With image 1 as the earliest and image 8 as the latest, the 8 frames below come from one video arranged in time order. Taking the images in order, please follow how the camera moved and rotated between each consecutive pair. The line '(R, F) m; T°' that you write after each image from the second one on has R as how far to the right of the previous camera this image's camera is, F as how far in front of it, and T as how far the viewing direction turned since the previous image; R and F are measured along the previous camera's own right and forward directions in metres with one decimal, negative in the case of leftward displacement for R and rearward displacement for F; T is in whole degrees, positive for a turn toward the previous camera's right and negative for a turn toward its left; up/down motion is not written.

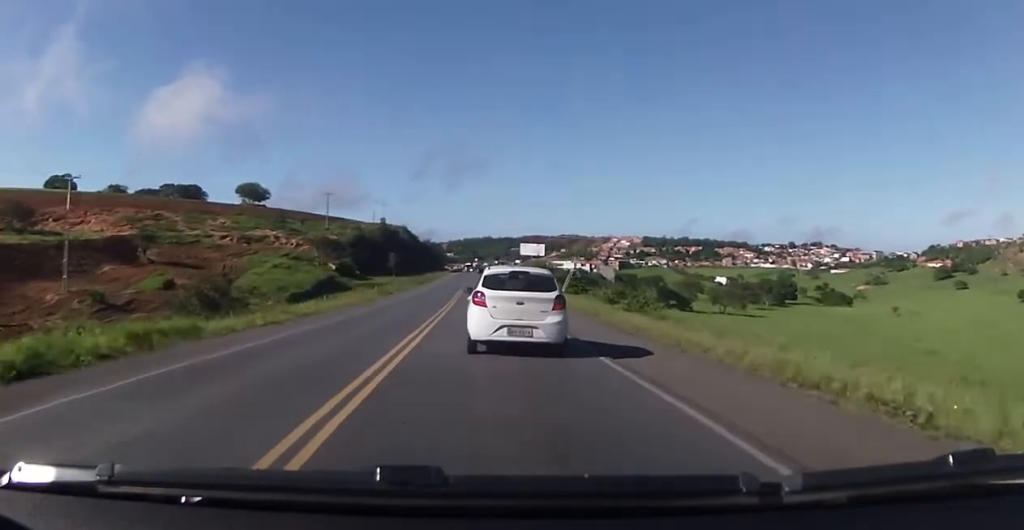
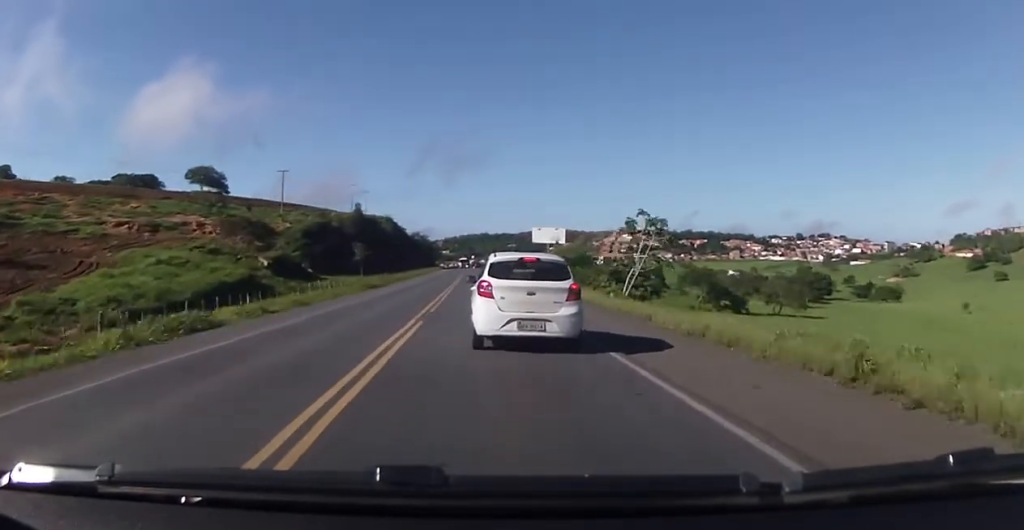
(-1.7, +37.5) m; -2°
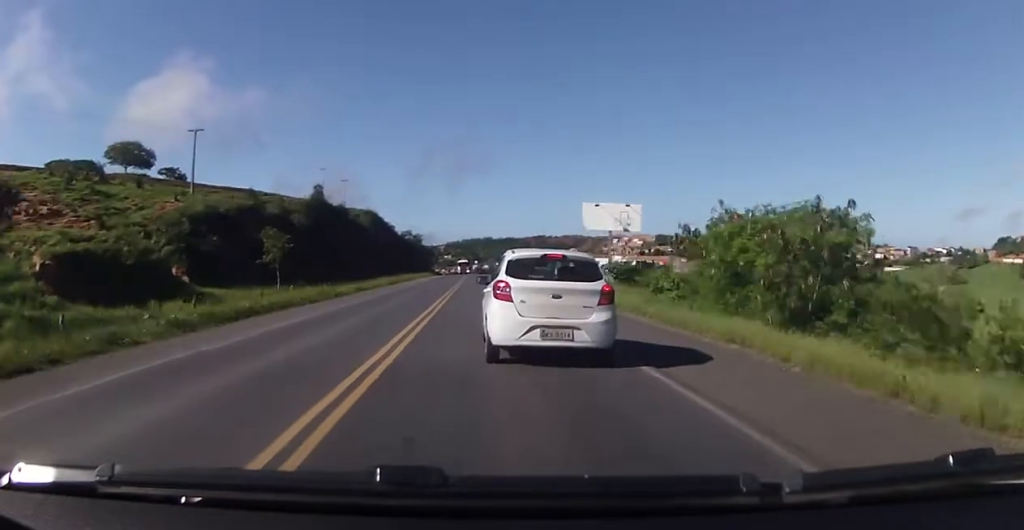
(-0.1, +47.2) m; +1°
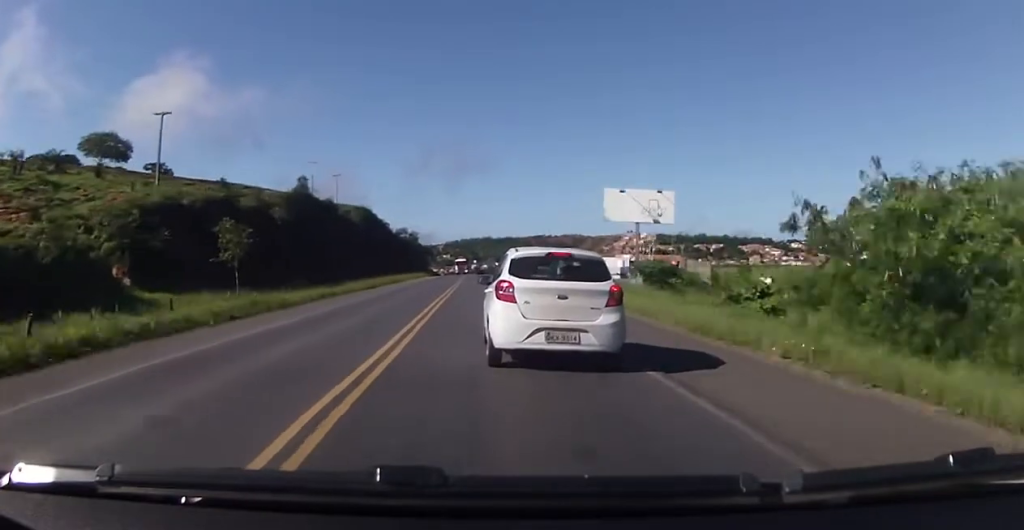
(+0.4, +10.9) m; 0°
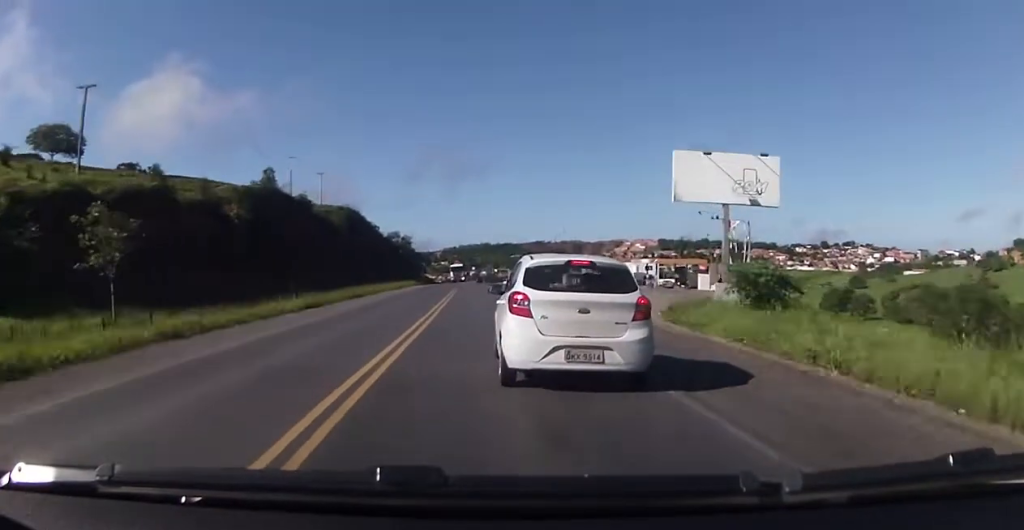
(0.0, +19.3) m; -1°
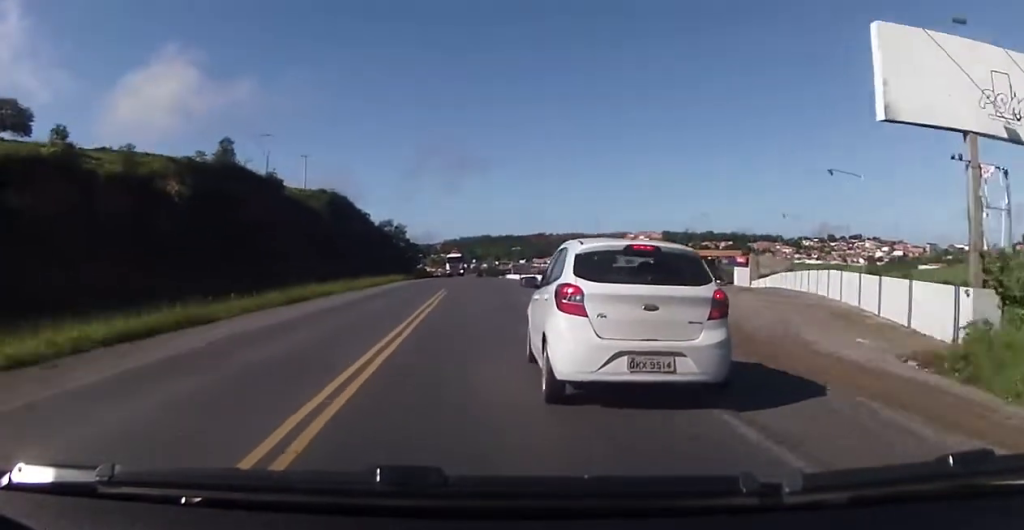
(-0.3, +18.9) m; -1°
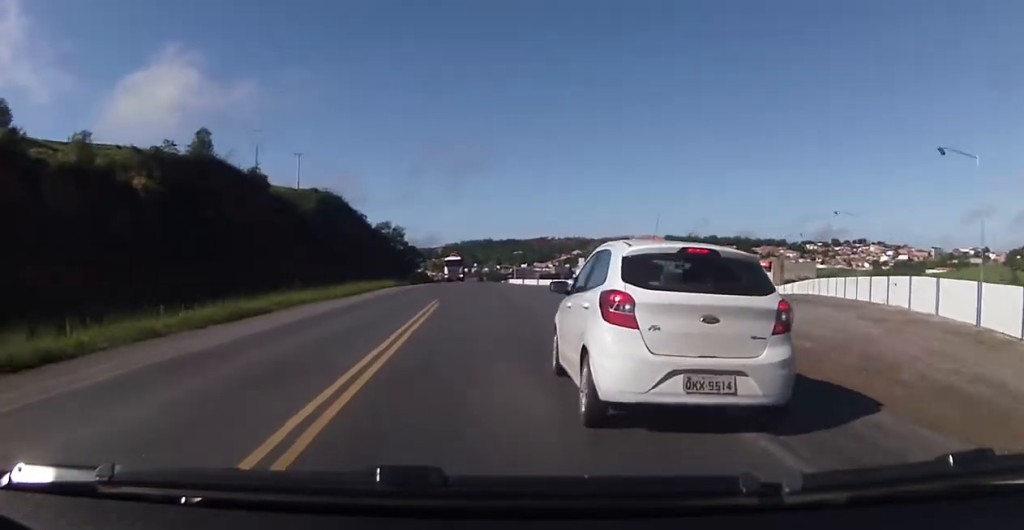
(-0.1, +8.5) m; 0°
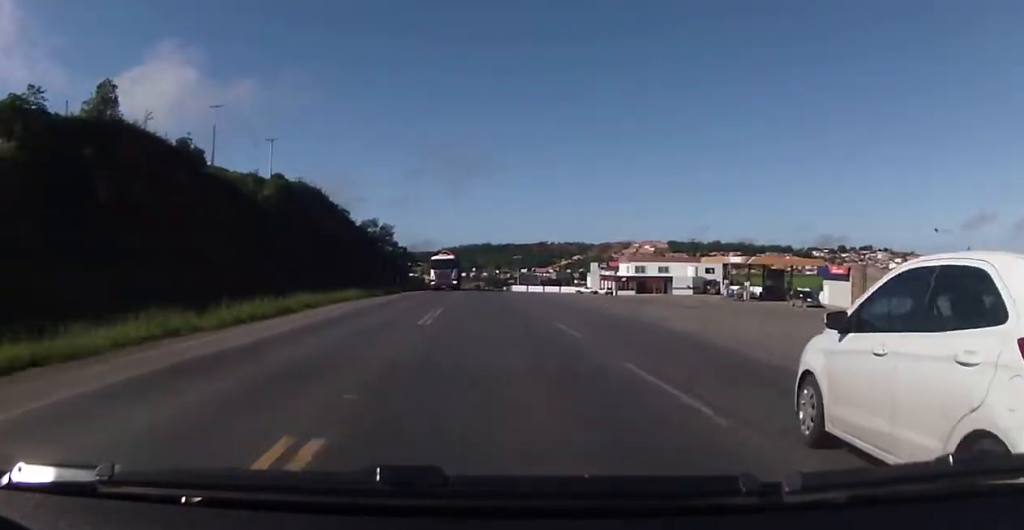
(+0.1, +23.3) m; +2°
